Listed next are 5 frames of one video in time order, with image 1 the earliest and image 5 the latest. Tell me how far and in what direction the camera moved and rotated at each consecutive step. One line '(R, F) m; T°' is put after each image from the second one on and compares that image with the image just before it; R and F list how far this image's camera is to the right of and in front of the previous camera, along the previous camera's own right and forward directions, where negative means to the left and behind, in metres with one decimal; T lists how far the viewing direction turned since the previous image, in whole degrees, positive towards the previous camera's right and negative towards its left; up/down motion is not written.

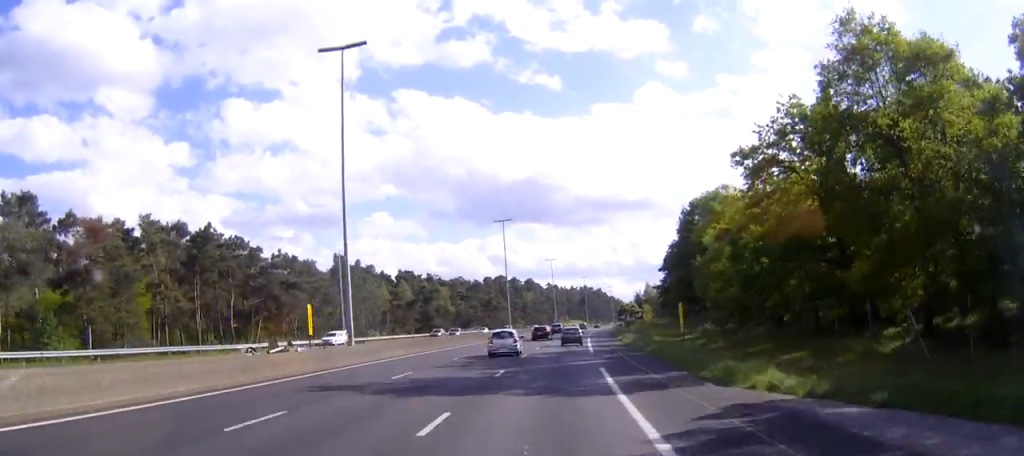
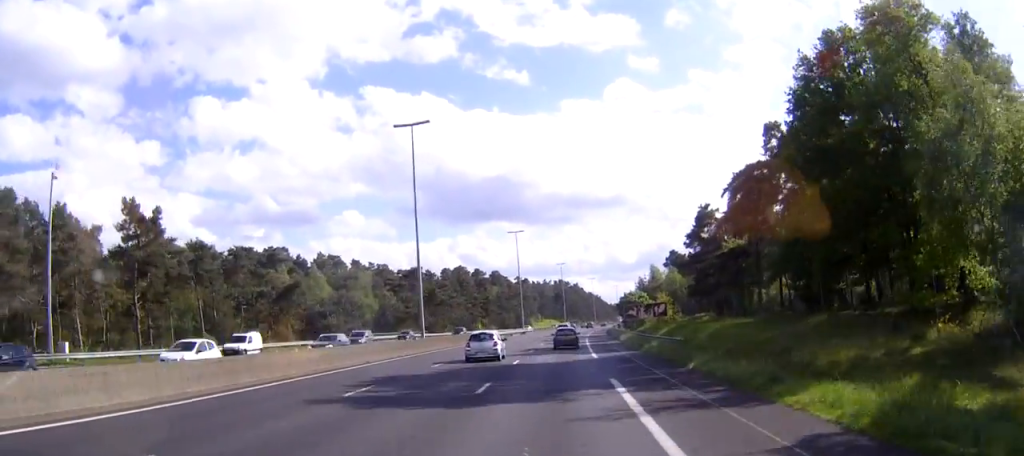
(+1.4, +57.6) m; +3°
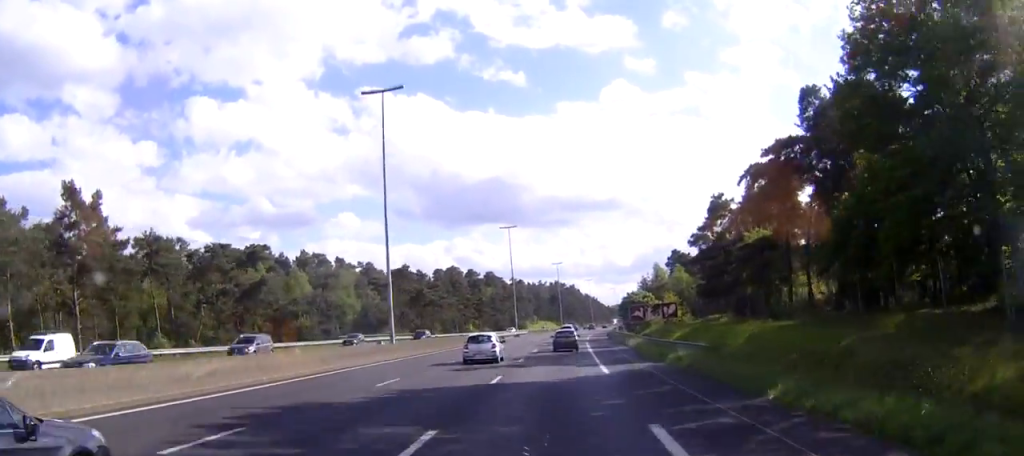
(0.0, +9.8) m; 0°
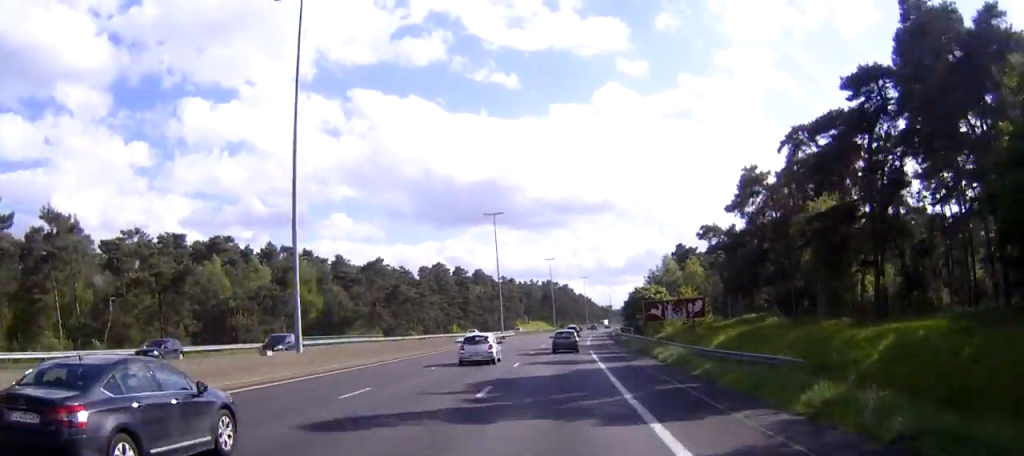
(+0.1, +17.2) m; +1°
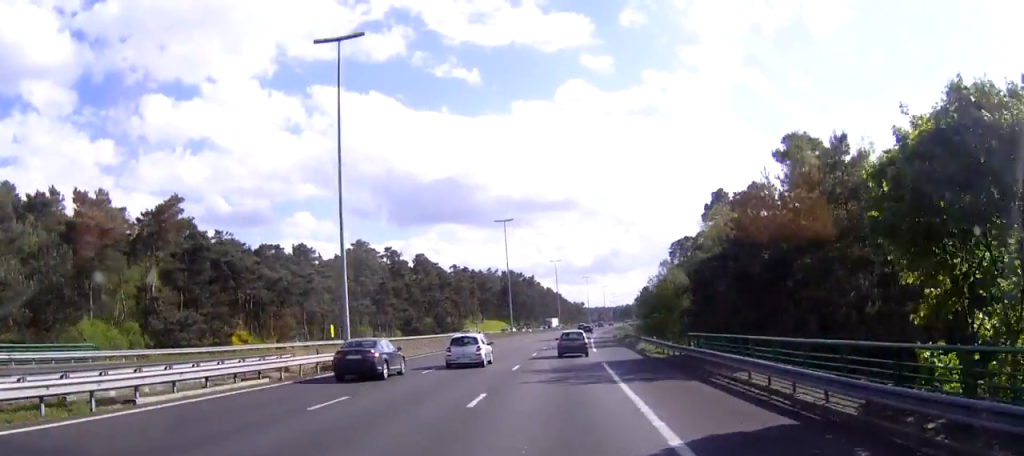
(+1.4, +67.2) m; +2°
